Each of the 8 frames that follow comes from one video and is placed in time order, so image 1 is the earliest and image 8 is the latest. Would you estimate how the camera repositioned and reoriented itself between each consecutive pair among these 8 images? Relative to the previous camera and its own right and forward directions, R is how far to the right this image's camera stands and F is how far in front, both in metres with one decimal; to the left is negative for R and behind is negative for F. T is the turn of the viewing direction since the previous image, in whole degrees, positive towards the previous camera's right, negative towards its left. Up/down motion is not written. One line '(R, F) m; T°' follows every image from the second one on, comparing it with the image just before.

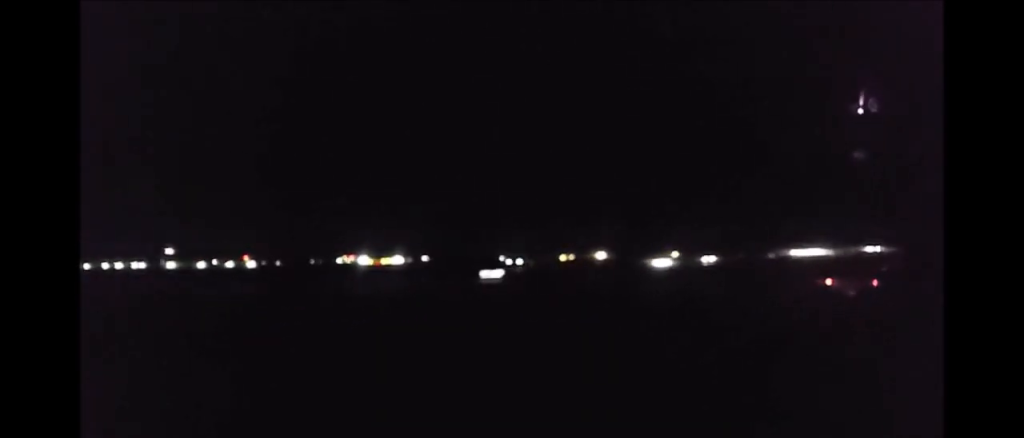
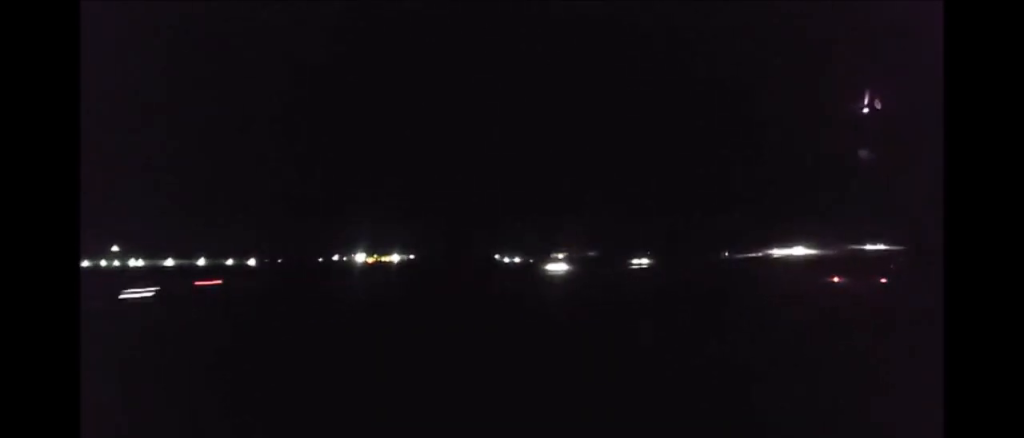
(-0.4, +18.2) m; 0°
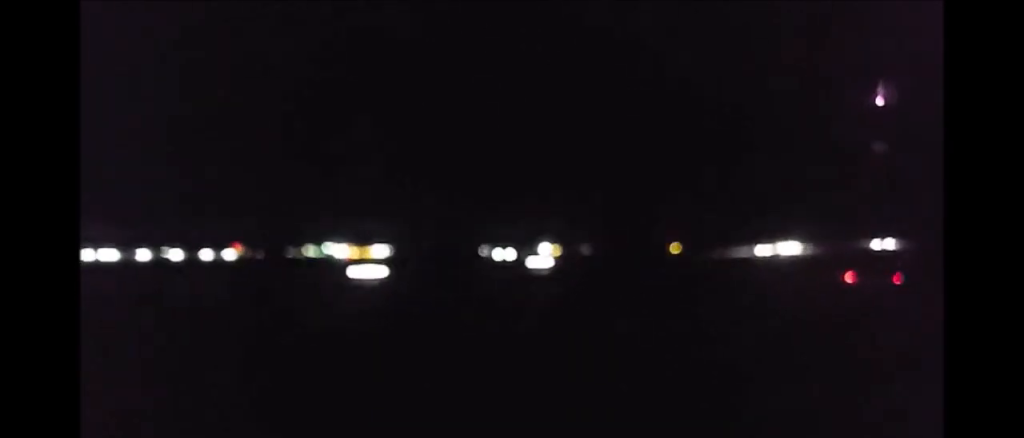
(+0.3, +14.7) m; +1°
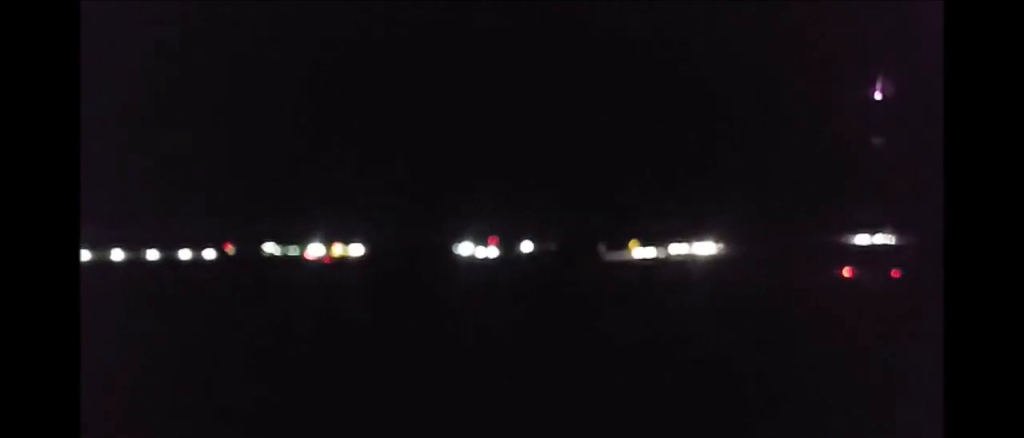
(+0.2, +30.3) m; 0°
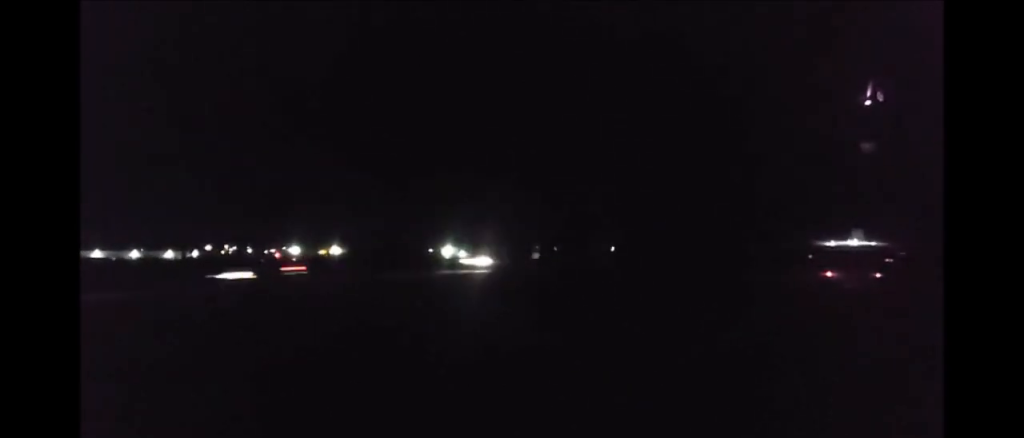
(0.0, +29.3) m; 0°
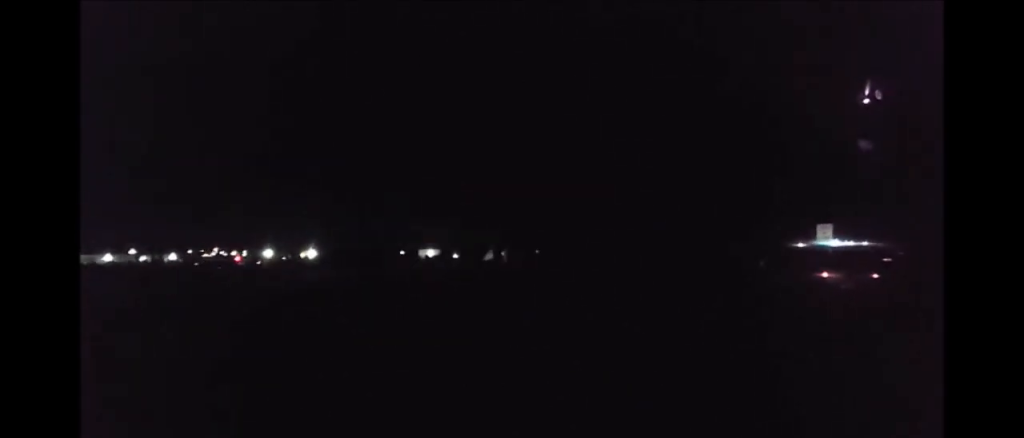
(0.0, +25.9) m; 0°
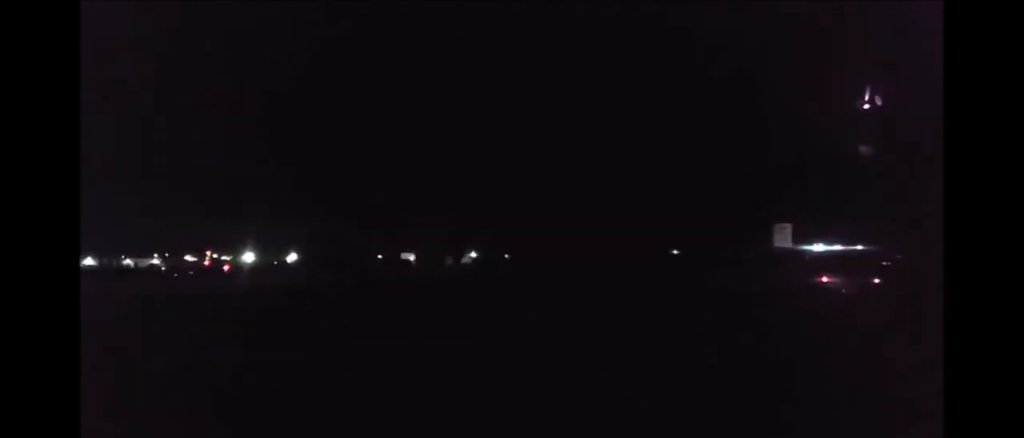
(0.0, +19.0) m; 0°
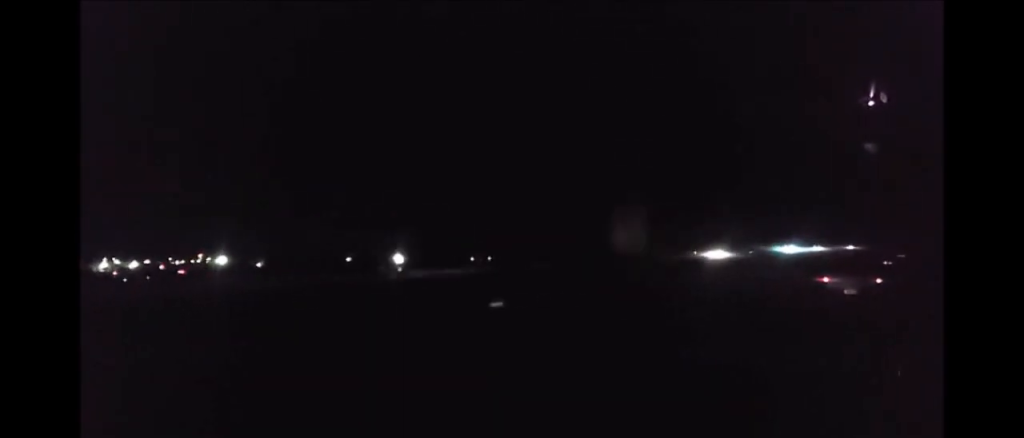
(0.0, +25.0) m; +1°
